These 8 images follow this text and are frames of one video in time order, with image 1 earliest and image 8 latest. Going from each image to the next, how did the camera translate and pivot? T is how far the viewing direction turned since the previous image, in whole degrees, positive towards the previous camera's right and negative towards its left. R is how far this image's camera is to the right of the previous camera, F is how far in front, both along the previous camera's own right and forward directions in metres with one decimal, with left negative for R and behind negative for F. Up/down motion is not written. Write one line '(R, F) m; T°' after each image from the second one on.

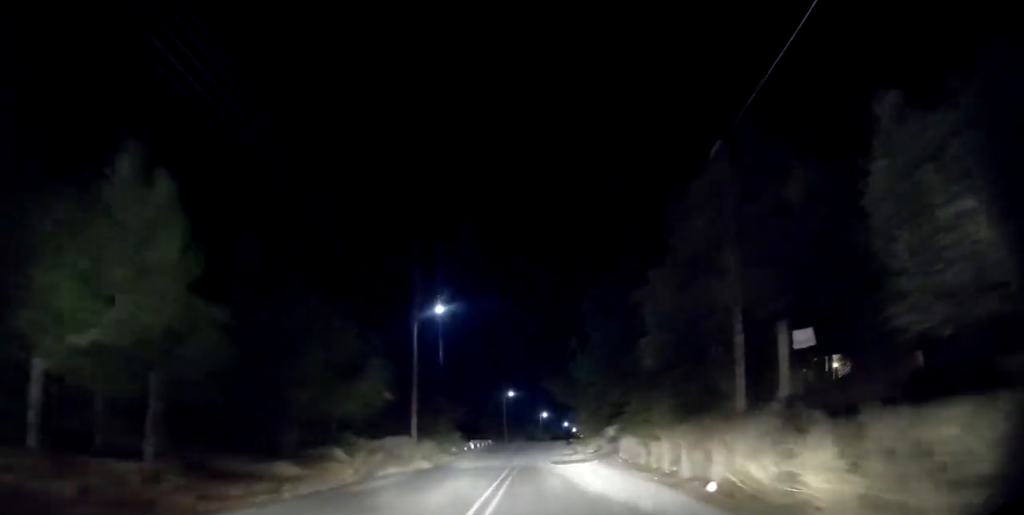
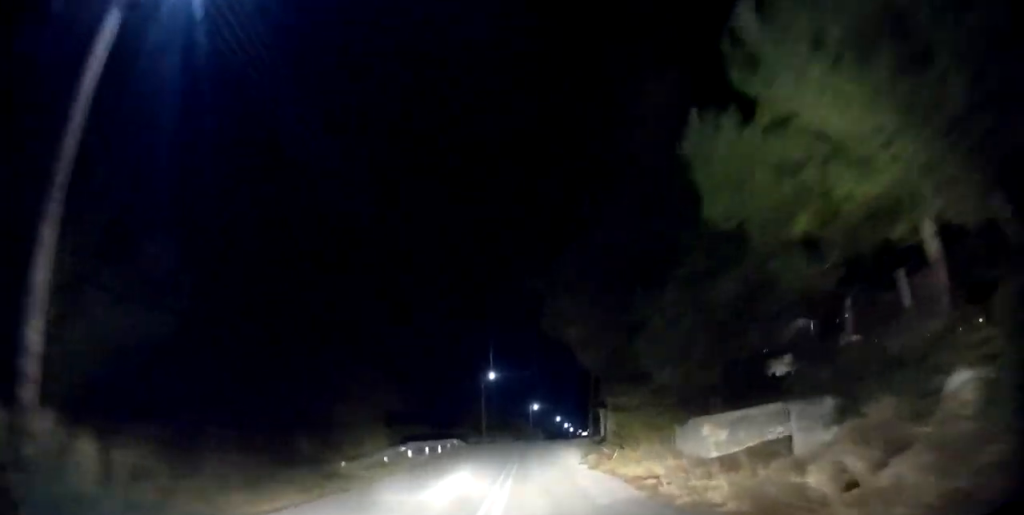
(0.0, +19.3) m; +1°
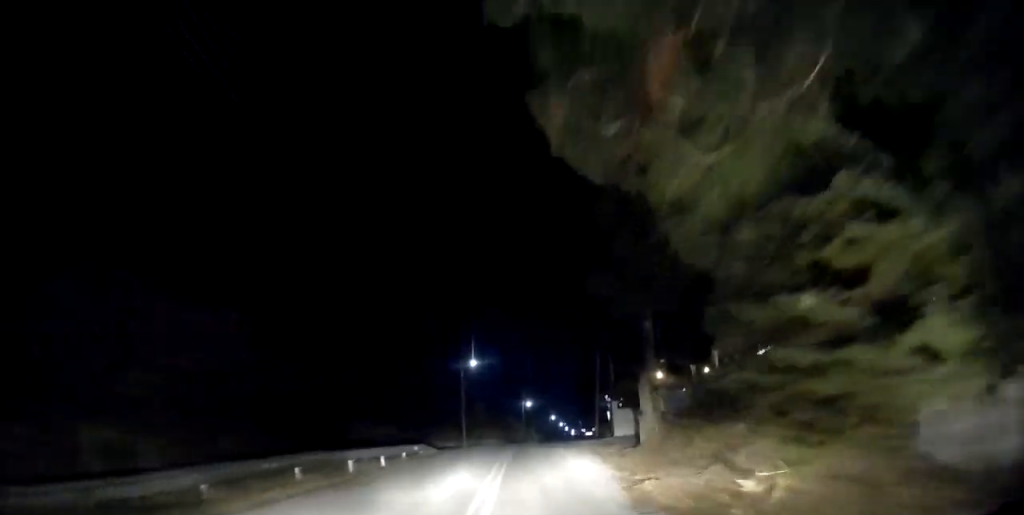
(+0.2, +10.8) m; +1°
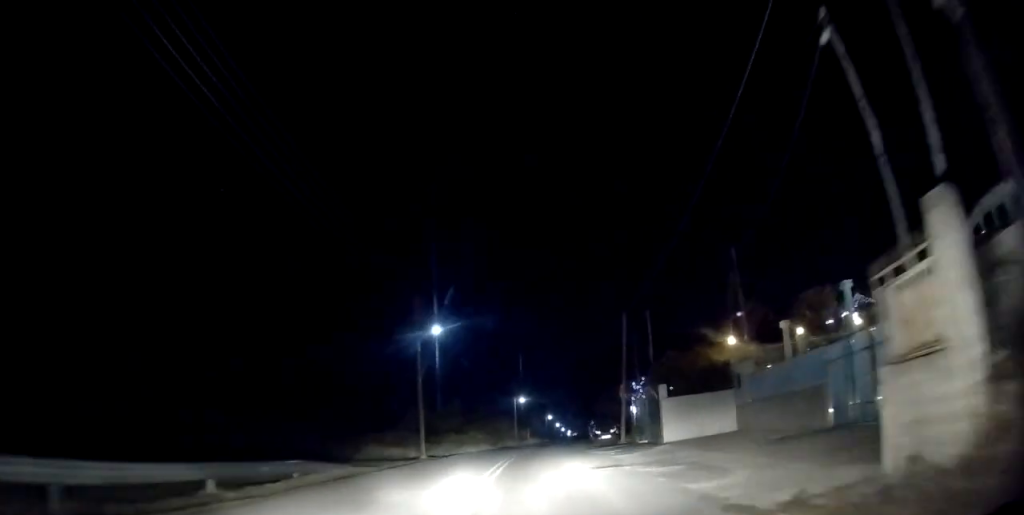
(0.0, +14.7) m; 0°
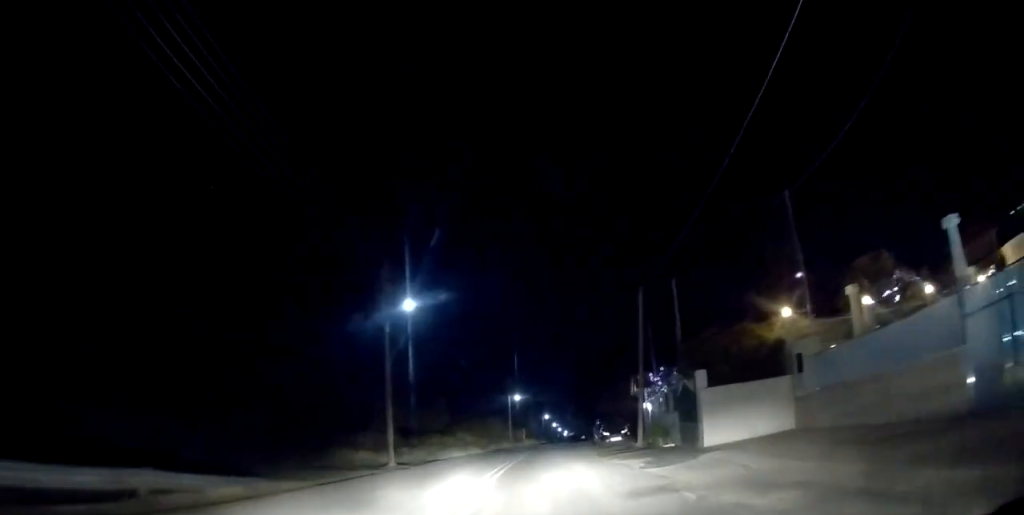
(-0.2, +5.6) m; 0°
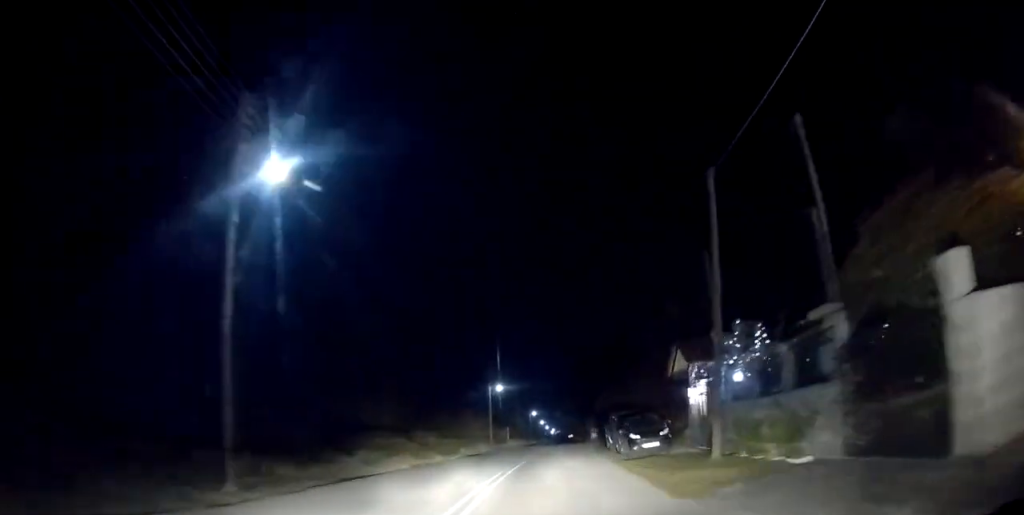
(+0.4, +11.5) m; +2°
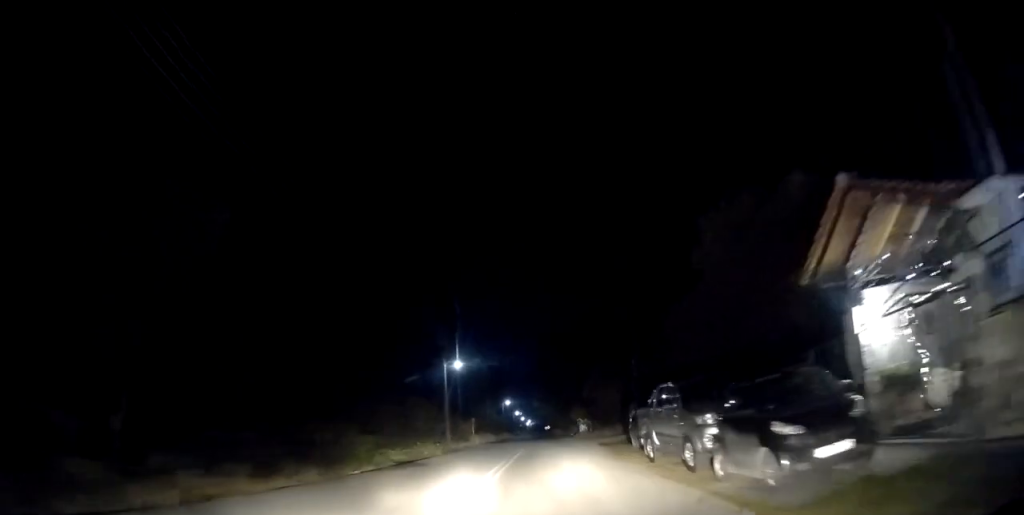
(-0.1, +12.7) m; +2°
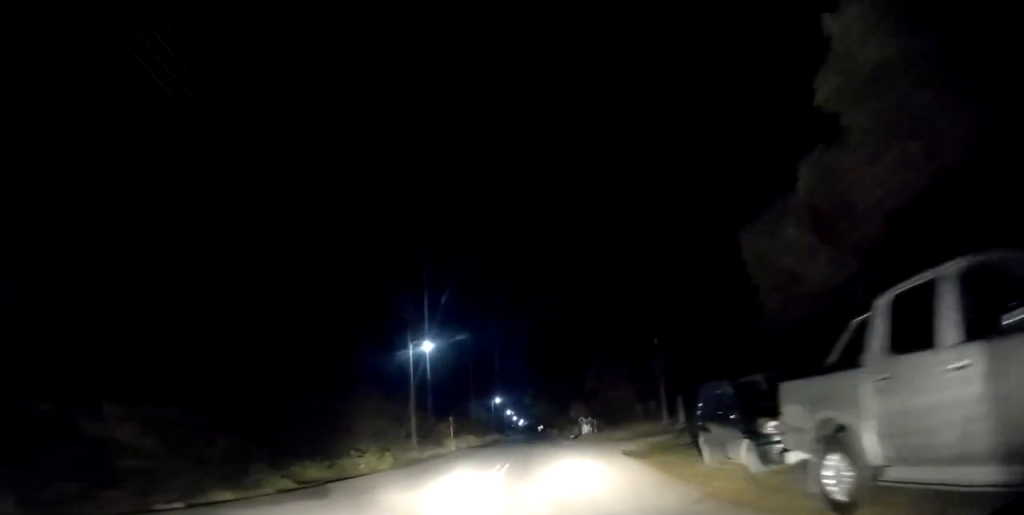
(+0.3, +8.6) m; +1°
